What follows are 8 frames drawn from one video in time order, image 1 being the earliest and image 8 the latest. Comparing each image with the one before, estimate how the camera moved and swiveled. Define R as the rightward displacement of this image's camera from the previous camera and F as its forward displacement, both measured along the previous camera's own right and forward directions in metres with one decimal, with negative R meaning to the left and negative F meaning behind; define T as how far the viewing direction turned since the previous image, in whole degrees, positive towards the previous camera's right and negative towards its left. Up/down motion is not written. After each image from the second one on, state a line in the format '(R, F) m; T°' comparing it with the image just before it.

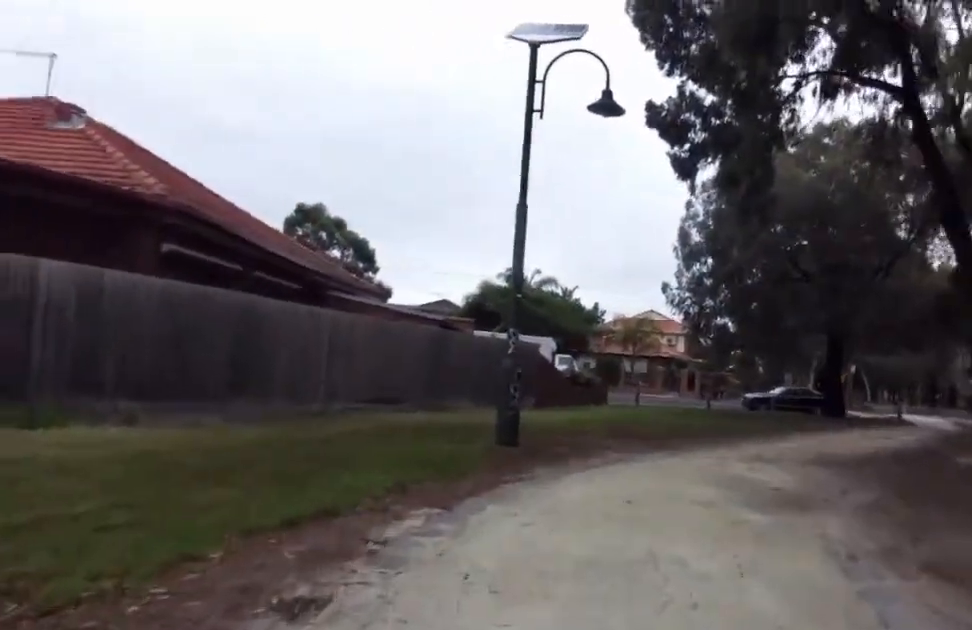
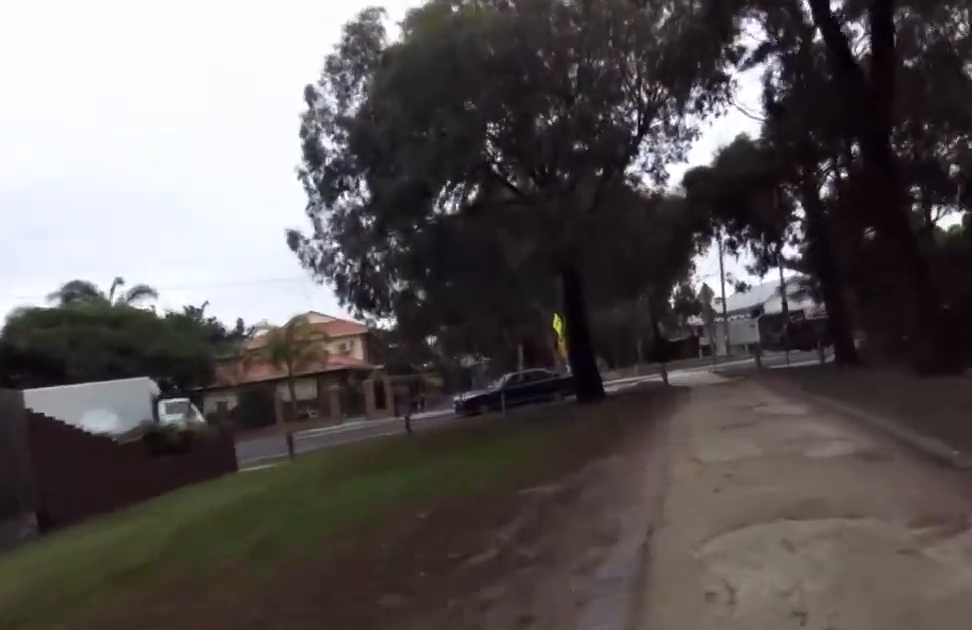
(+1.1, +8.8) m; +21°
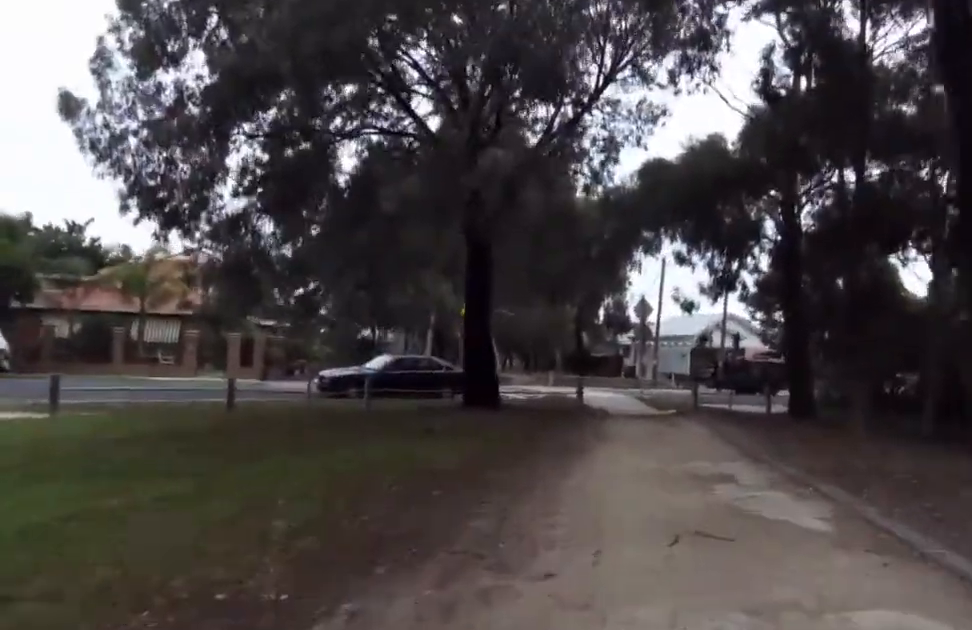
(+0.2, +4.5) m; +6°
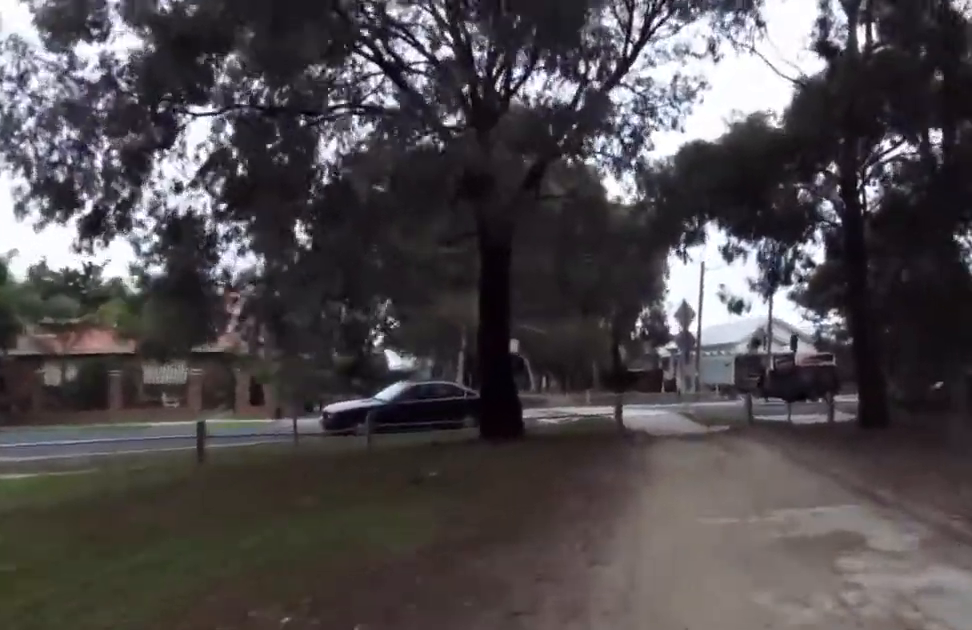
(-0.1, +2.5) m; +3°
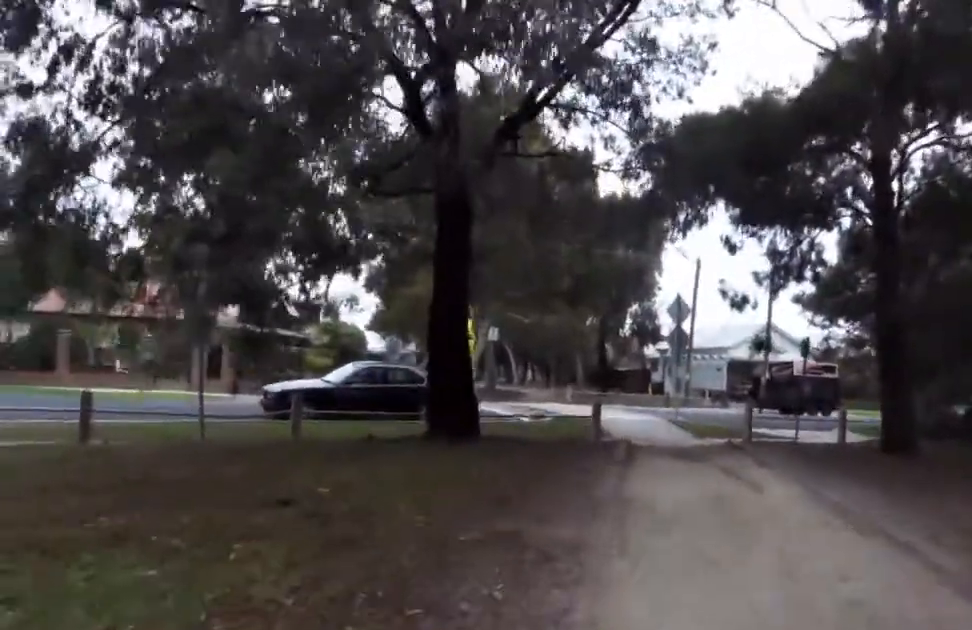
(+0.2, +2.5) m; +3°
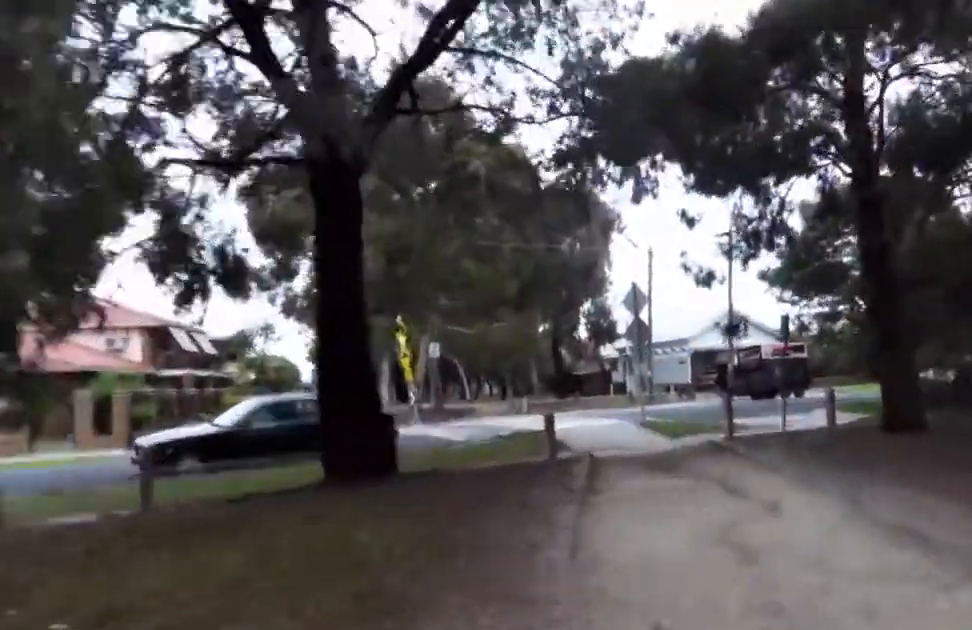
(+0.1, +2.4) m; +1°
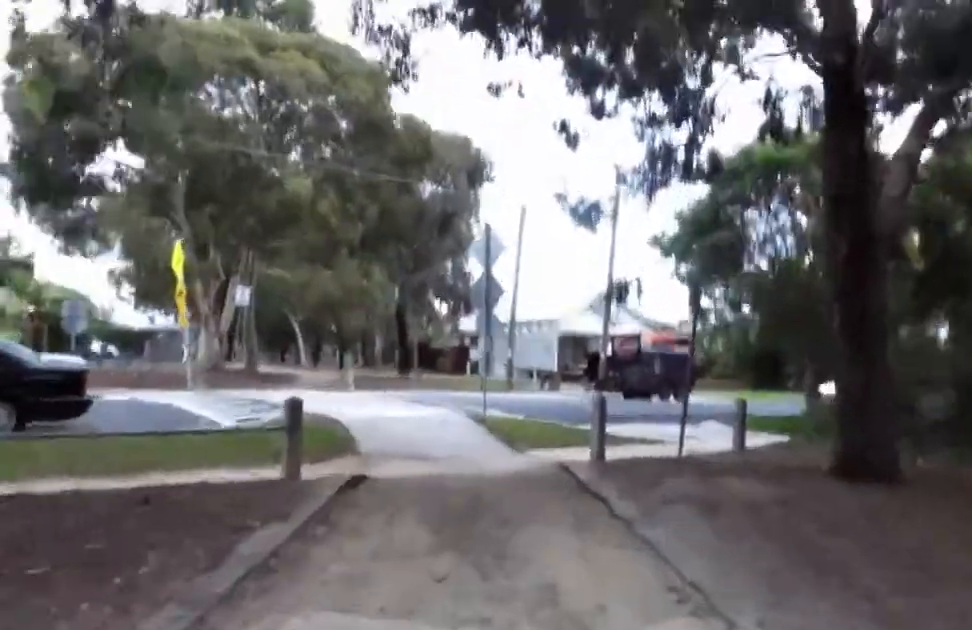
(-0.1, +4.7) m; -5°
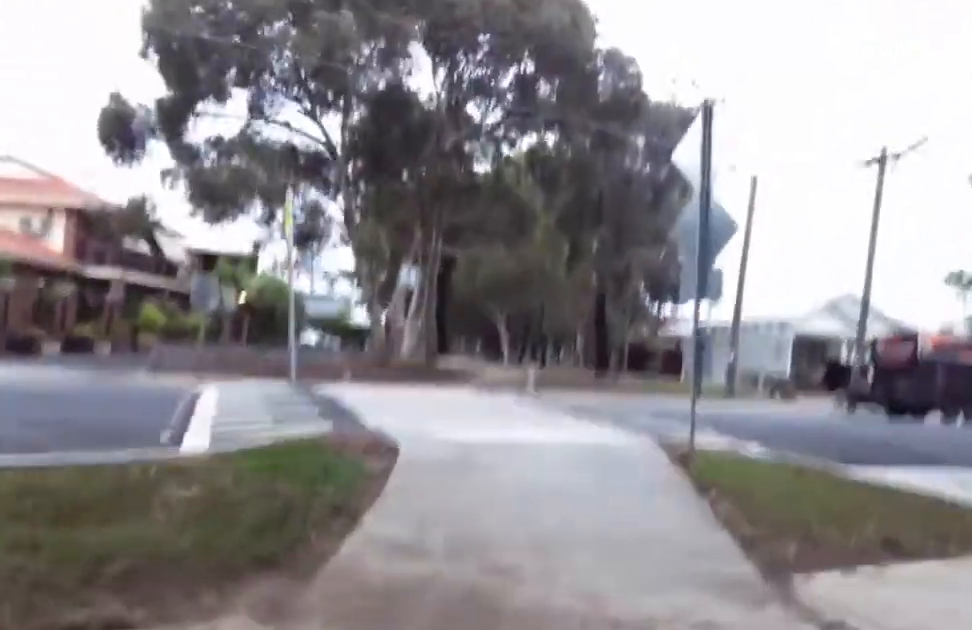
(-0.6, +7.1) m; -7°
